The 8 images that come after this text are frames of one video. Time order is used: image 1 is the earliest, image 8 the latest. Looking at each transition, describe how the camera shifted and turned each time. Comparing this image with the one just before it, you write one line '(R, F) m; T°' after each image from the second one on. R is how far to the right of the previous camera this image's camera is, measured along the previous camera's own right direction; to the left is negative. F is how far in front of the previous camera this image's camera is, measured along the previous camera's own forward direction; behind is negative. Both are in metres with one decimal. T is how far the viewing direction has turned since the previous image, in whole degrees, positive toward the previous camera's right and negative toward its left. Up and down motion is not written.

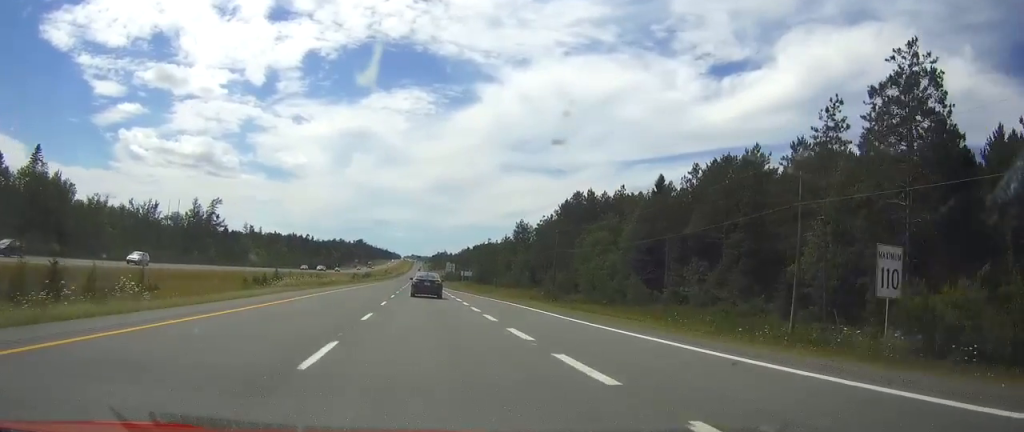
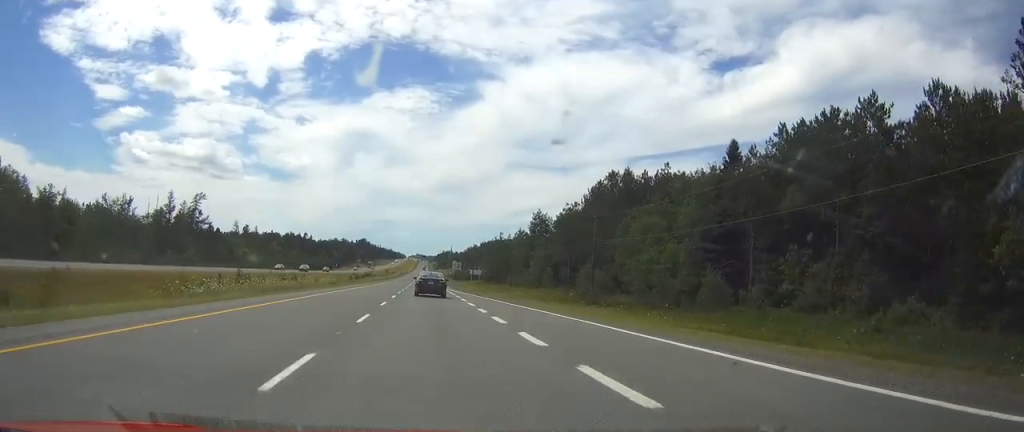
(-0.1, +20.0) m; -1°
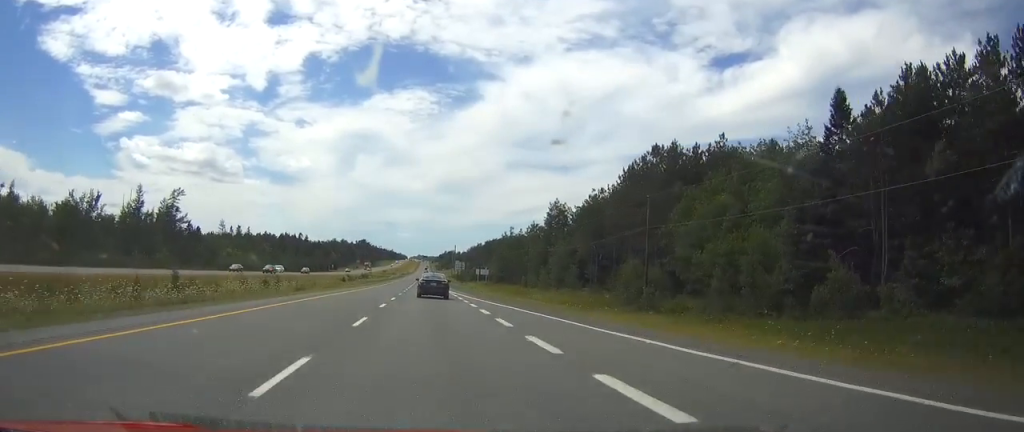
(-0.1, +18.9) m; 0°
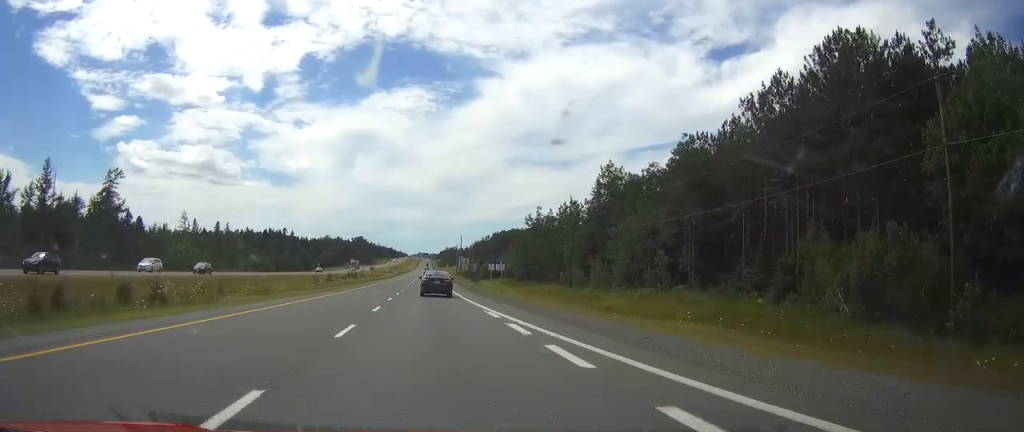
(0.0, +38.7) m; 0°
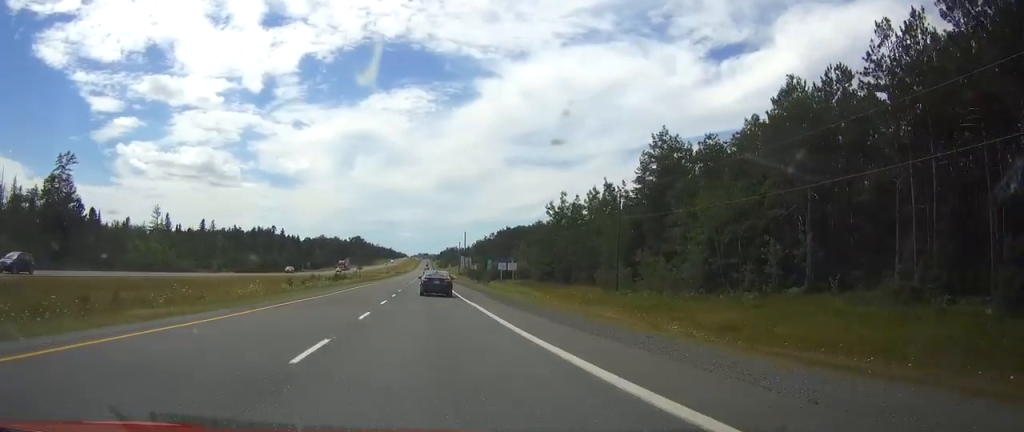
(0.0, +21.9) m; 0°
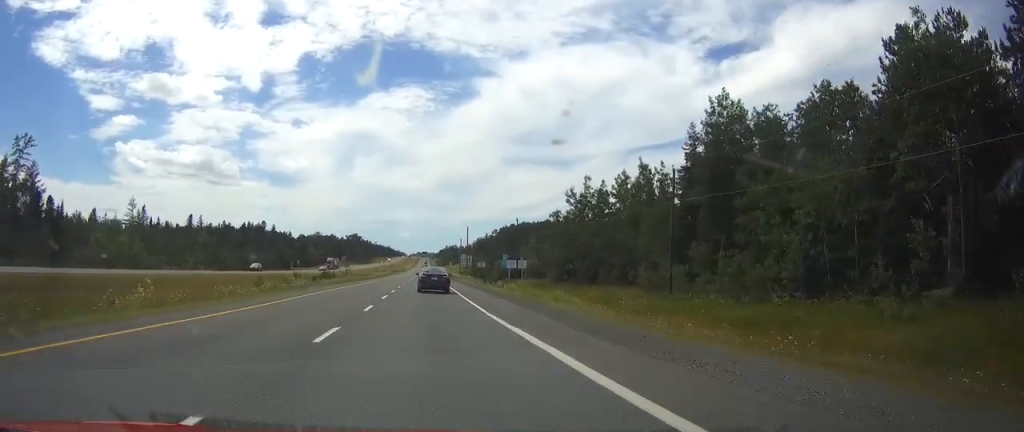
(0.0, +15.6) m; 0°
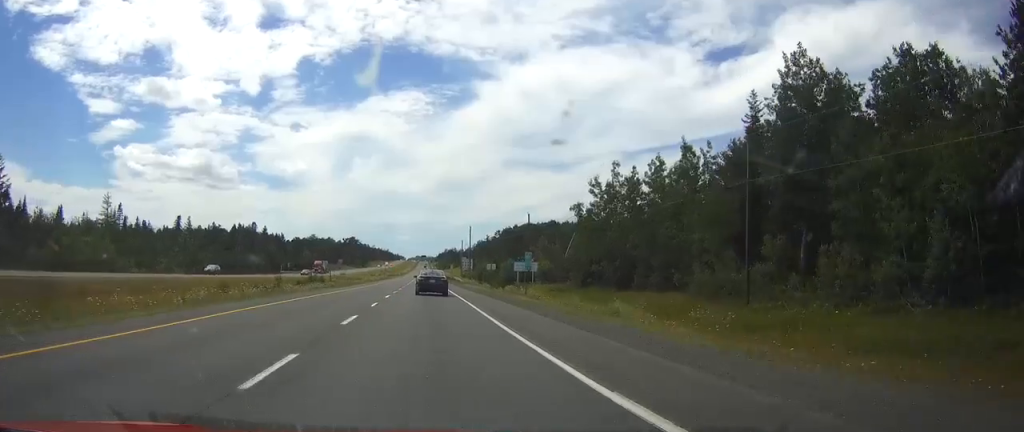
(0.0, +13.5) m; 0°
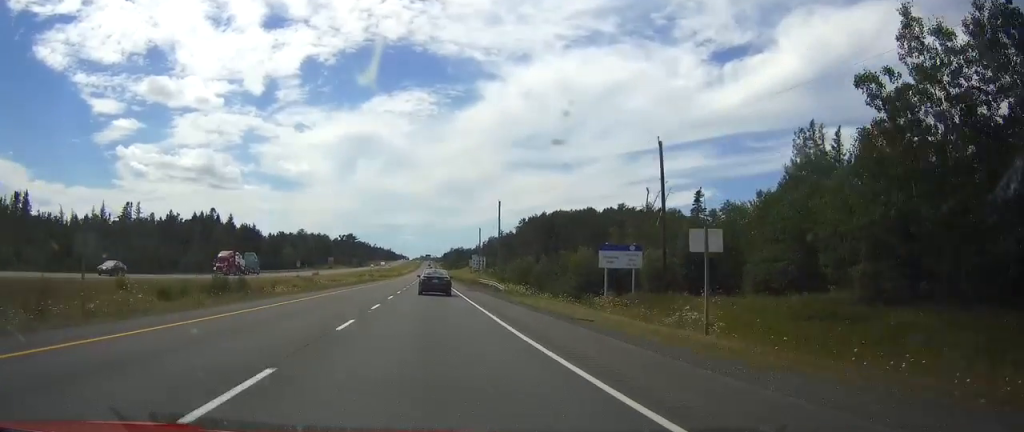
(0.0, +54.0) m; 0°
